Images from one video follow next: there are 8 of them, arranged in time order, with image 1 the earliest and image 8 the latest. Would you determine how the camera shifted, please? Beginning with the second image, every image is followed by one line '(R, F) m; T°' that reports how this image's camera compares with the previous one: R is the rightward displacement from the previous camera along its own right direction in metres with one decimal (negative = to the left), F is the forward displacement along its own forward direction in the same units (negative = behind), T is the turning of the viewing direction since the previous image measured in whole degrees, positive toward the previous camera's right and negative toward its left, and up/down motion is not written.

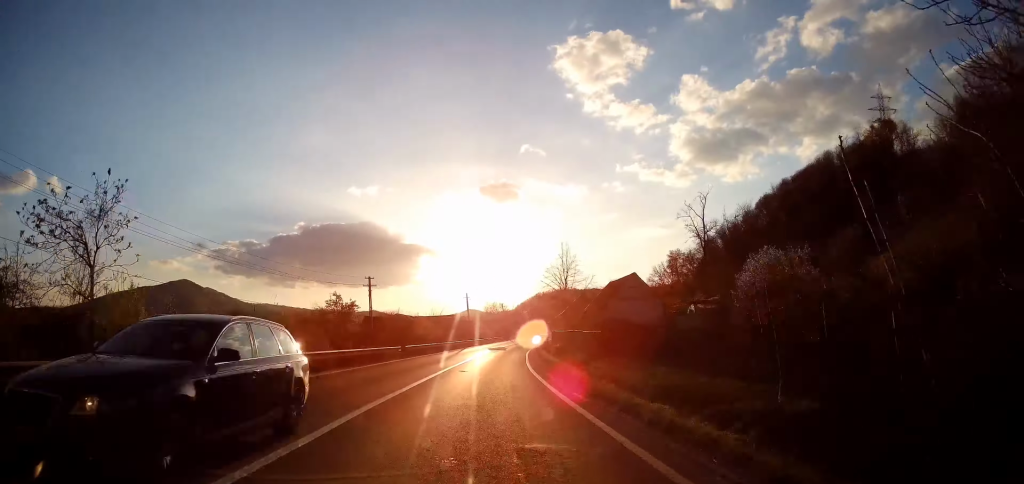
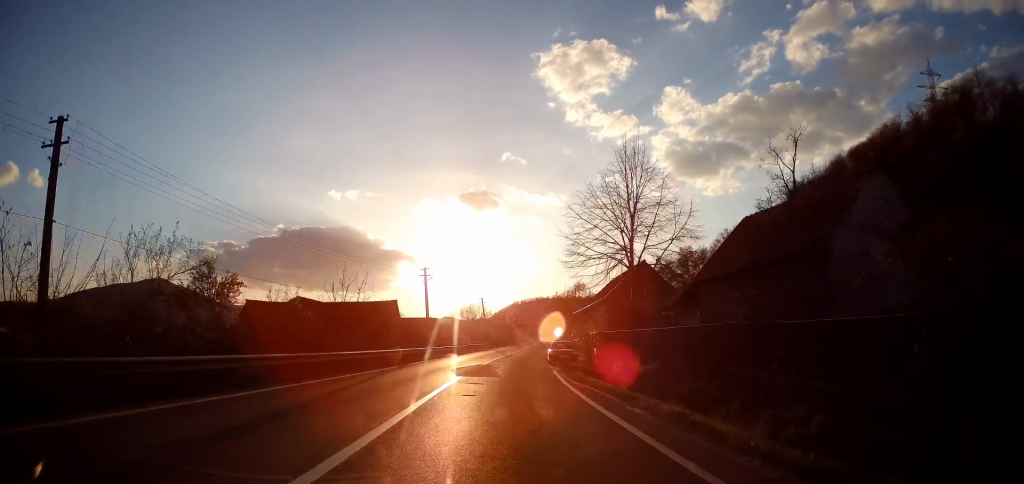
(+0.7, +33.4) m; +2°
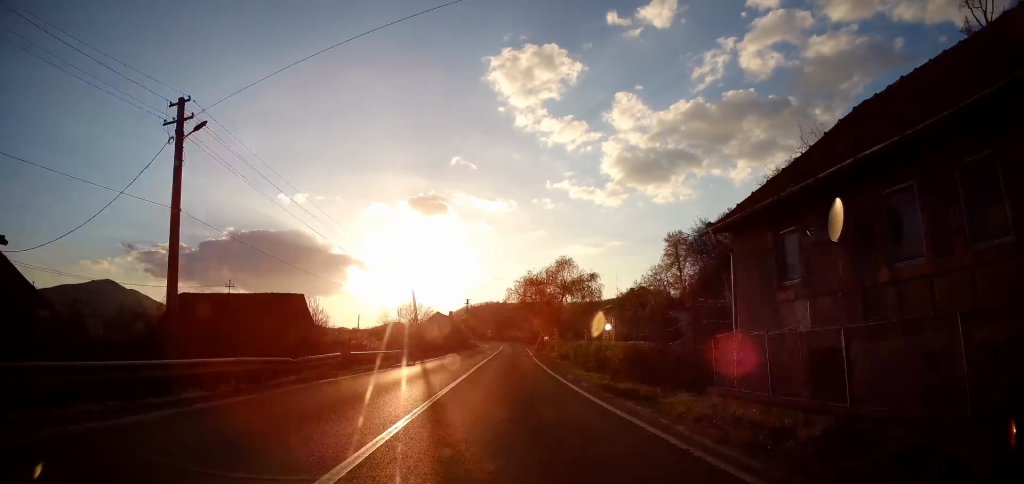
(+0.6, +34.8) m; +3°
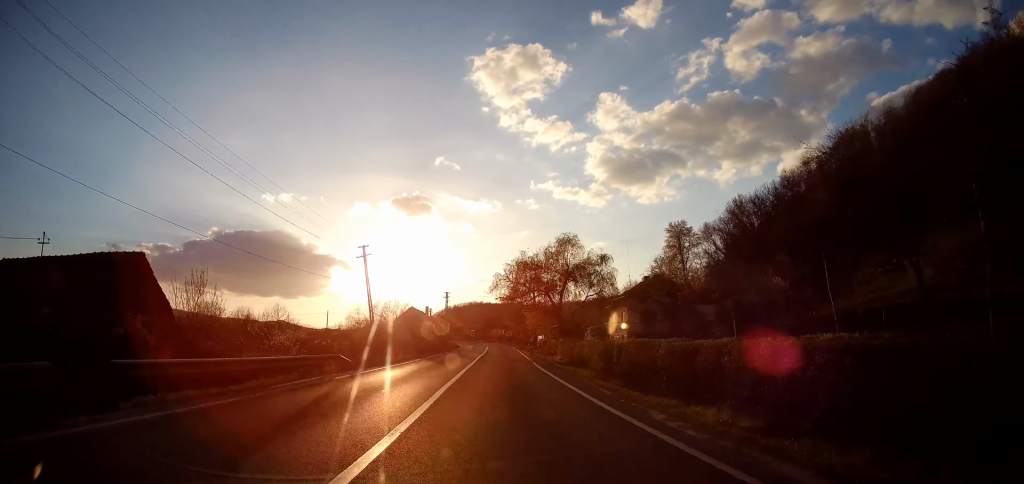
(+0.3, +14.0) m; +2°
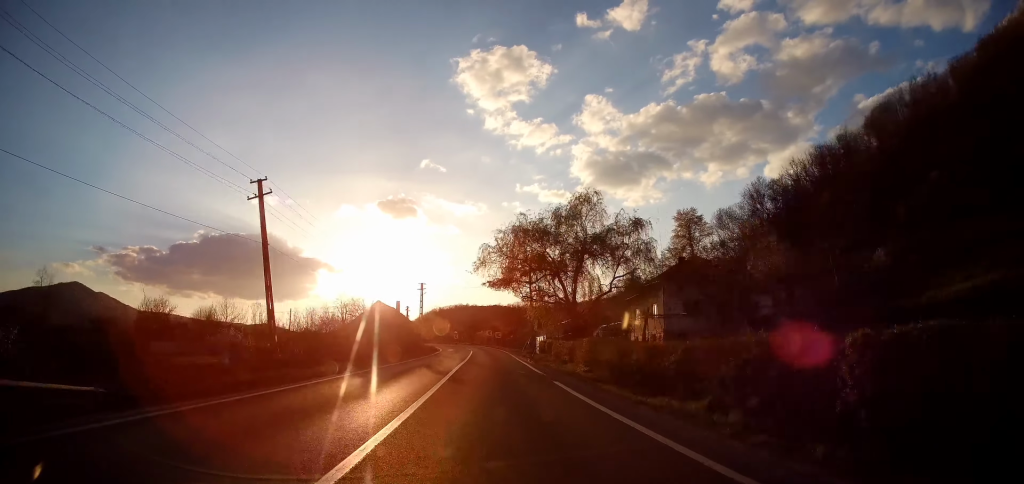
(+0.1, +15.7) m; +2°
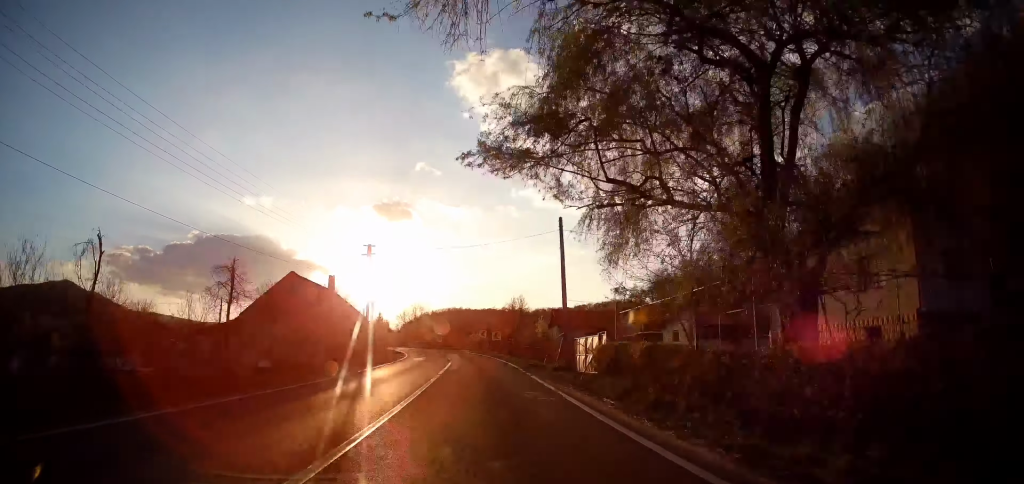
(+0.8, +27.8) m; +3°
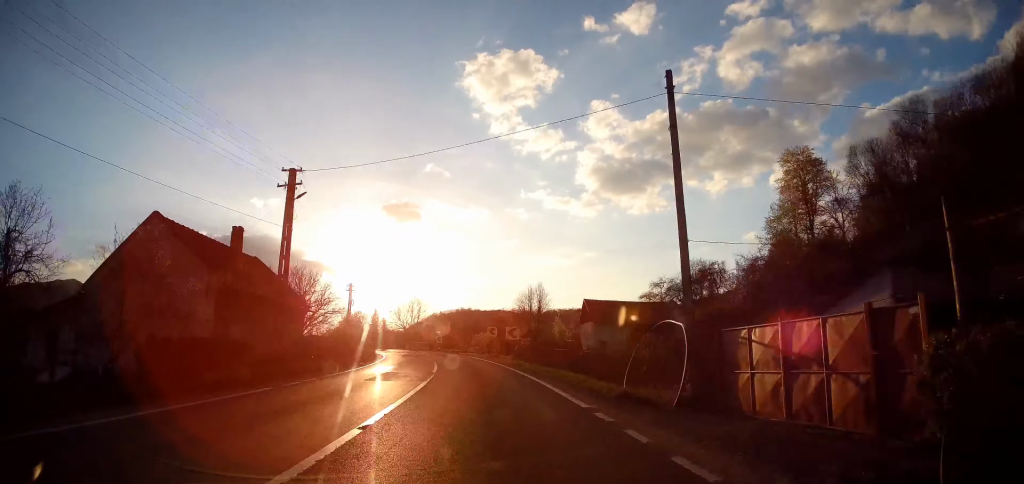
(+0.4, +17.7) m; +1°
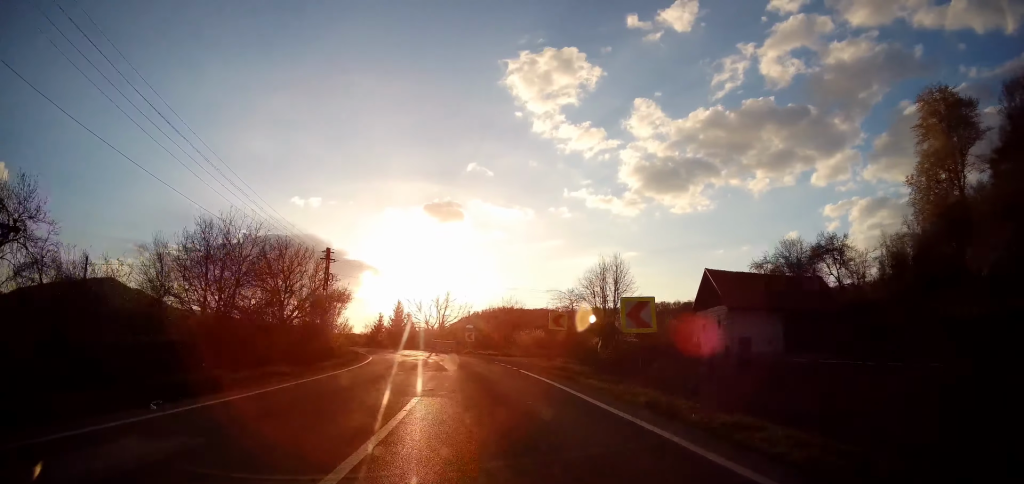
(-0.2, +22.6) m; -3°
